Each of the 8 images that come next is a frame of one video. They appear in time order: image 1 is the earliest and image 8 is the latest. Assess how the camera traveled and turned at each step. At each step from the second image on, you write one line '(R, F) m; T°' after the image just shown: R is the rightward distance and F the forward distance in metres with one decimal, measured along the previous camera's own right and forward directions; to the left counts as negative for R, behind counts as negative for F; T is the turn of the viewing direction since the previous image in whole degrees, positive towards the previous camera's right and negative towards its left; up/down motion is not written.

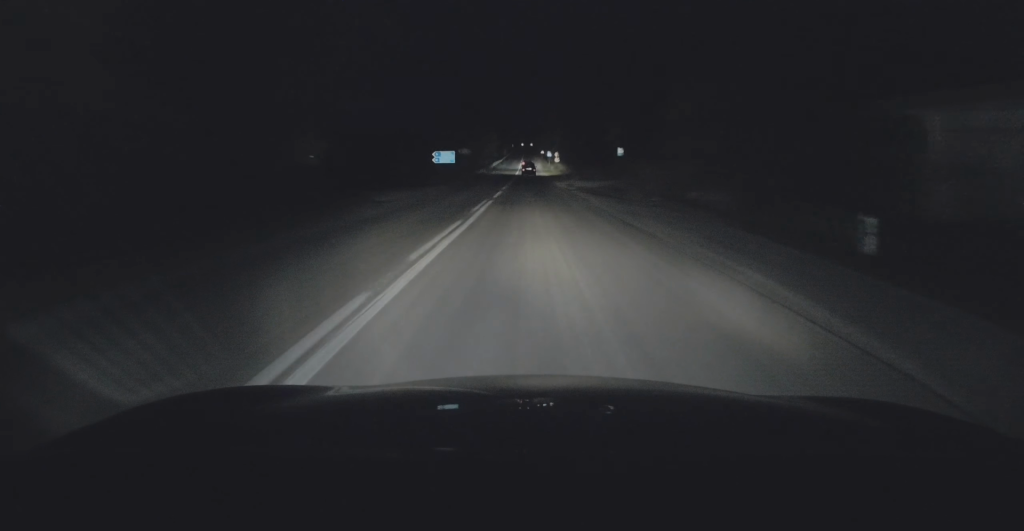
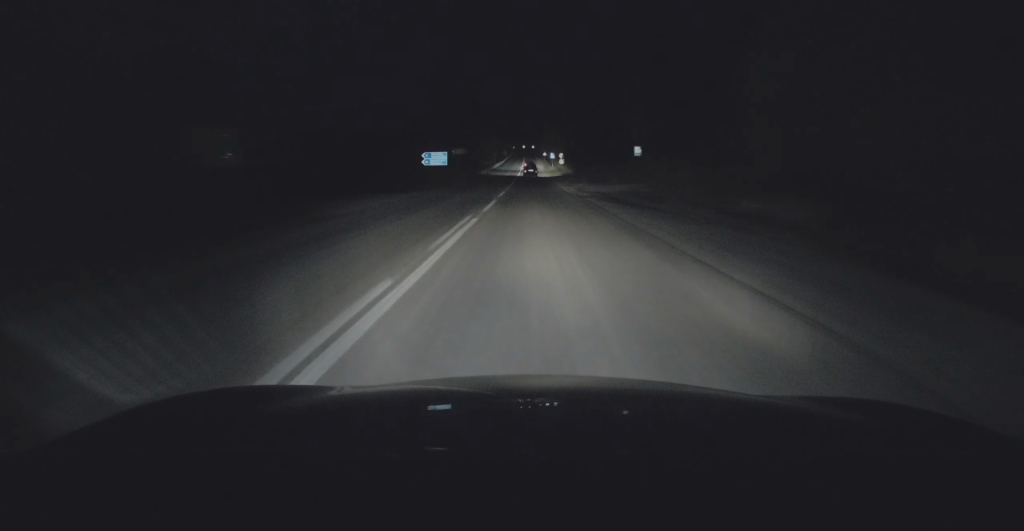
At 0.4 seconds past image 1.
(+0.1, +7.7) m; 0°
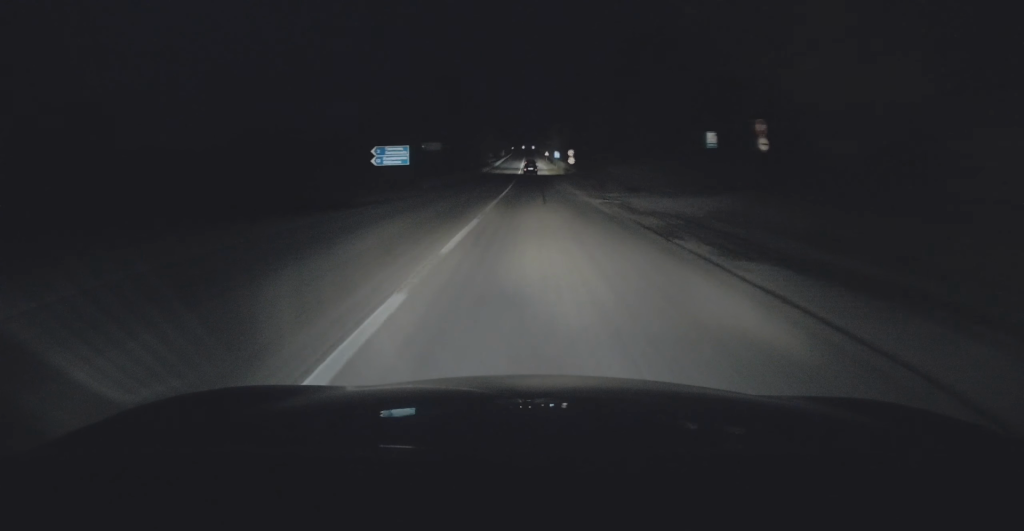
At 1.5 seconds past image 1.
(-0.4, +18.9) m; -1°
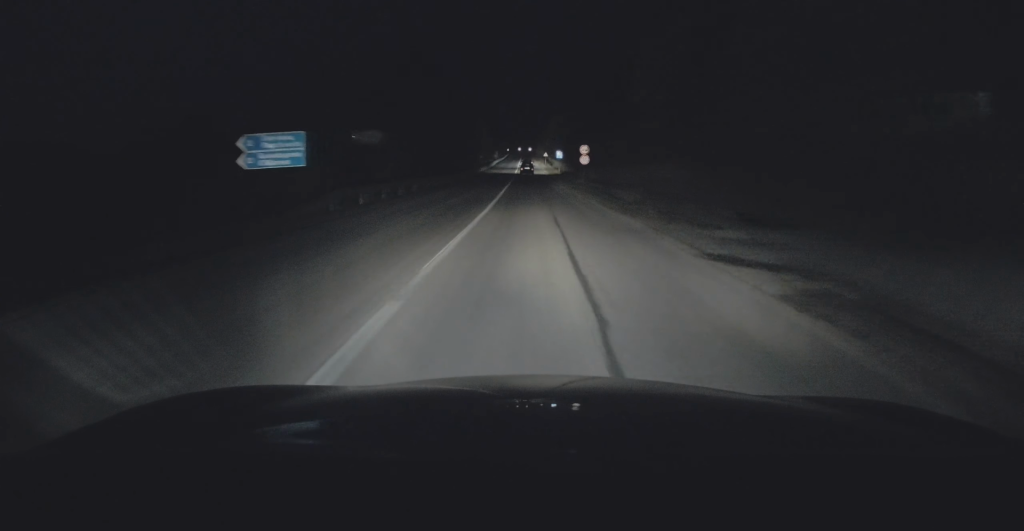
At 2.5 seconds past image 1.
(0.0, +18.3) m; 0°
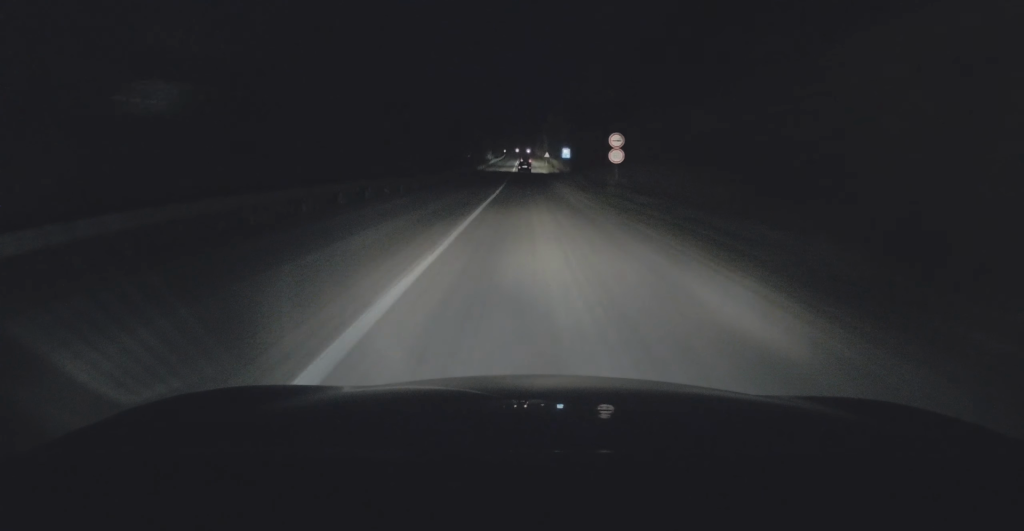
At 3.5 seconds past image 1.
(0.0, +17.7) m; 0°
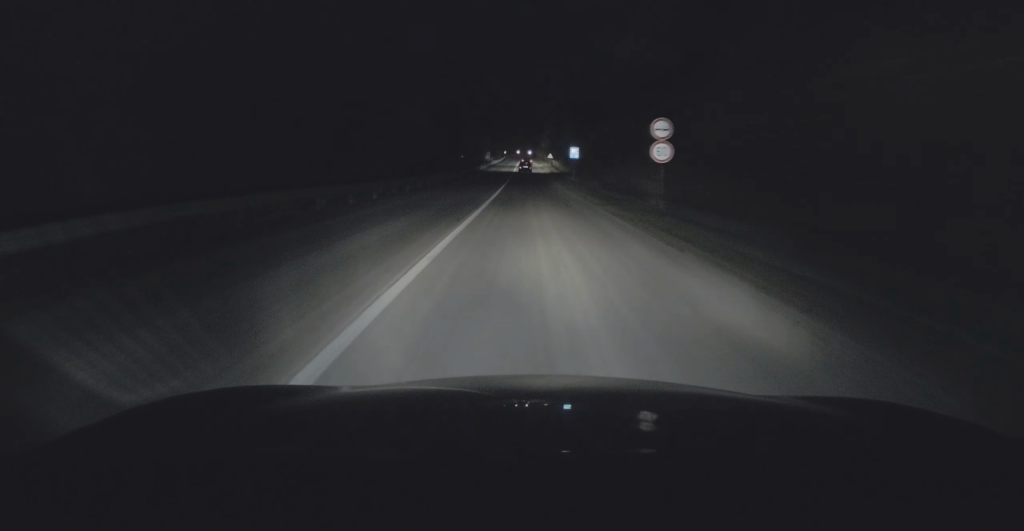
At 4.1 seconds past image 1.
(0.0, +10.0) m; 0°
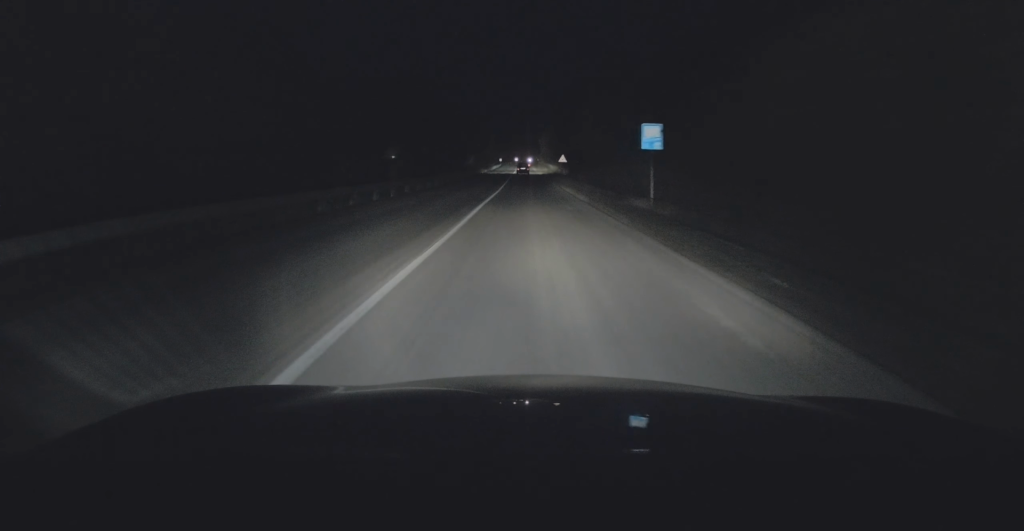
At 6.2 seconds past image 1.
(+0.1, +37.3) m; +1°
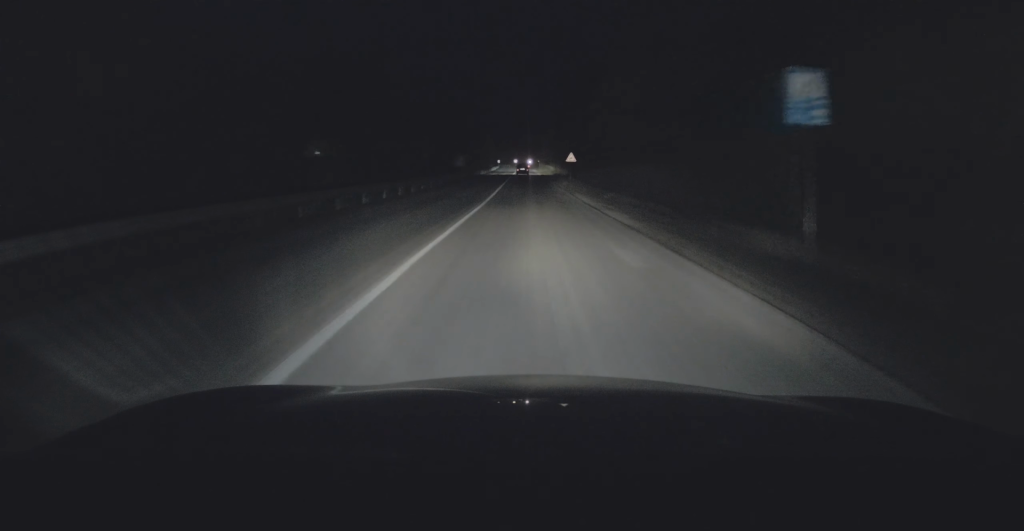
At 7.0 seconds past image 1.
(+0.1, +13.4) m; 0°
